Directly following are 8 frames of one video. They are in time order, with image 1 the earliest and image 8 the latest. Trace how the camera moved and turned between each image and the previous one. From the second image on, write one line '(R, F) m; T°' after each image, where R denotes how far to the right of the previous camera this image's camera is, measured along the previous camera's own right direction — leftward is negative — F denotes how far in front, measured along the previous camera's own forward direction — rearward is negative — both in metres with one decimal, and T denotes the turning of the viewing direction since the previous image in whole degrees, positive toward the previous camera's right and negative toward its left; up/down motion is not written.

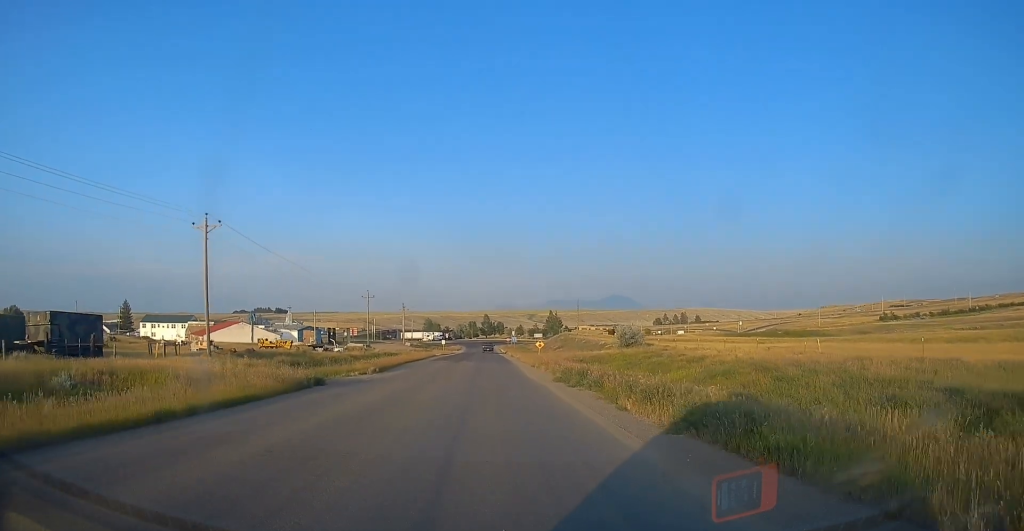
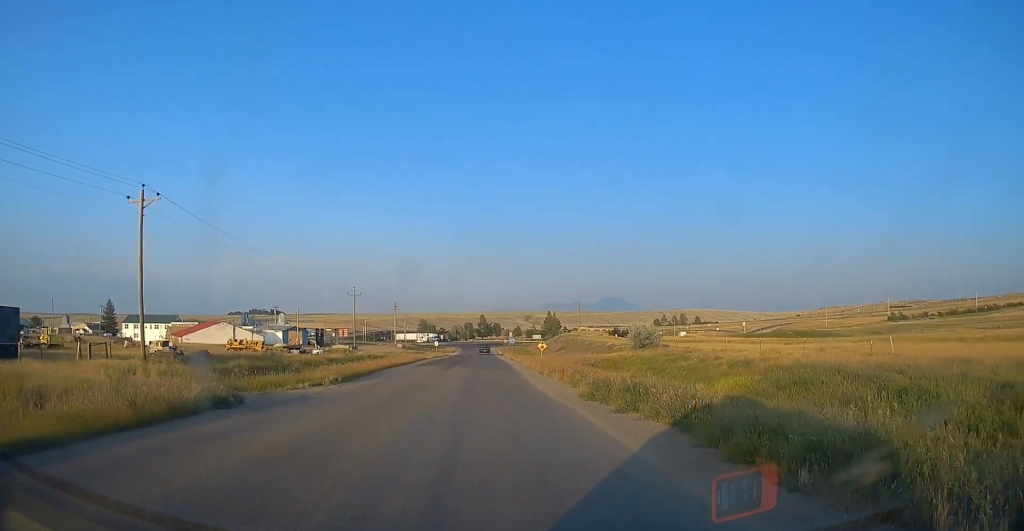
(-0.1, +9.5) m; -1°
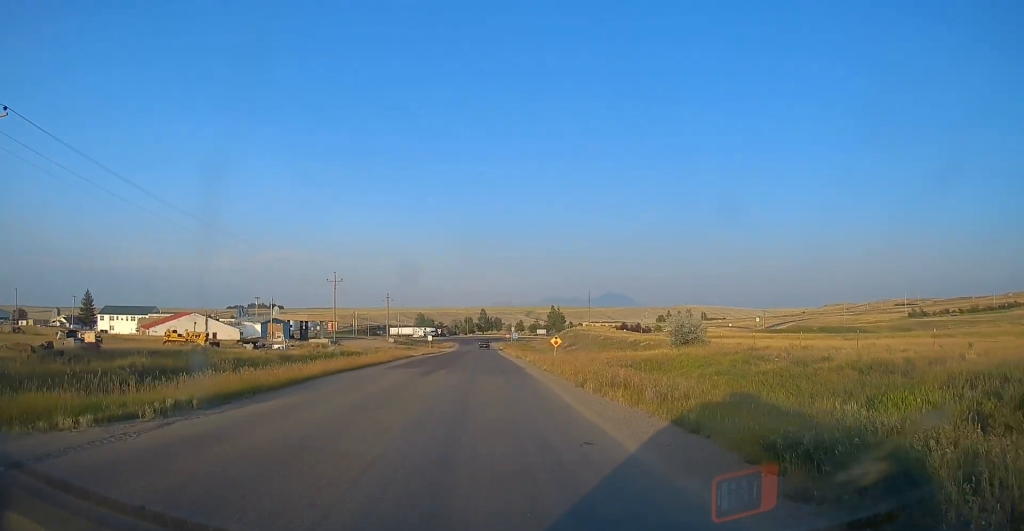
(0.0, +15.6) m; +2°
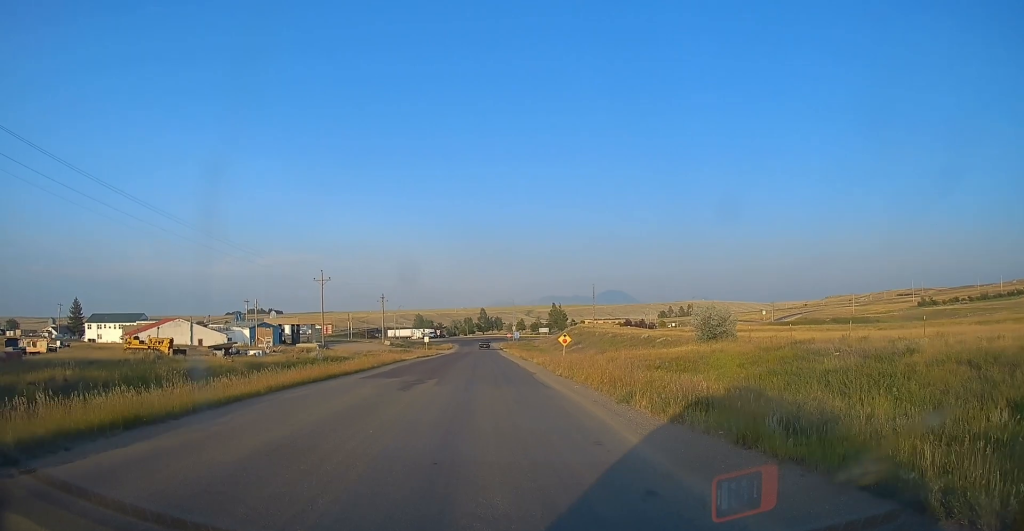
(+0.2, +7.2) m; 0°
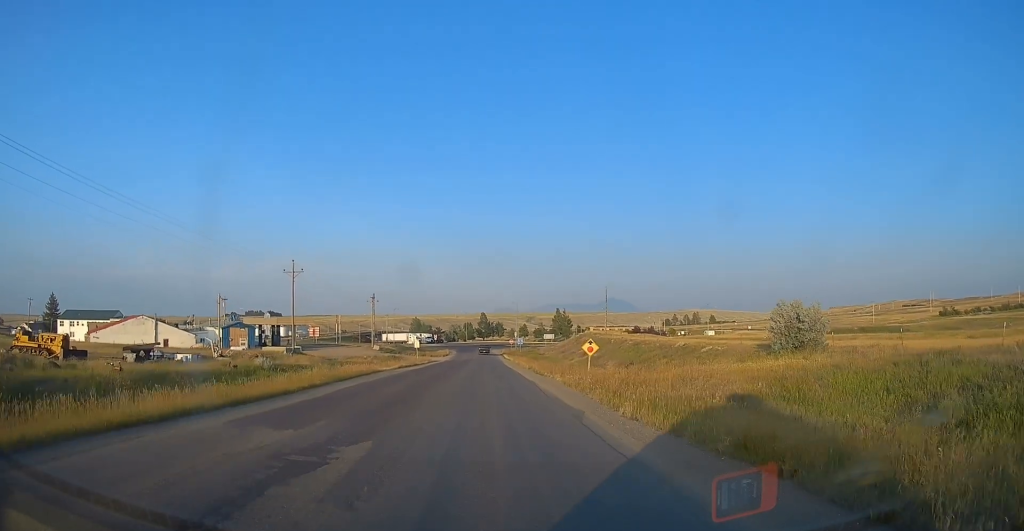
(-0.1, +14.6) m; -2°
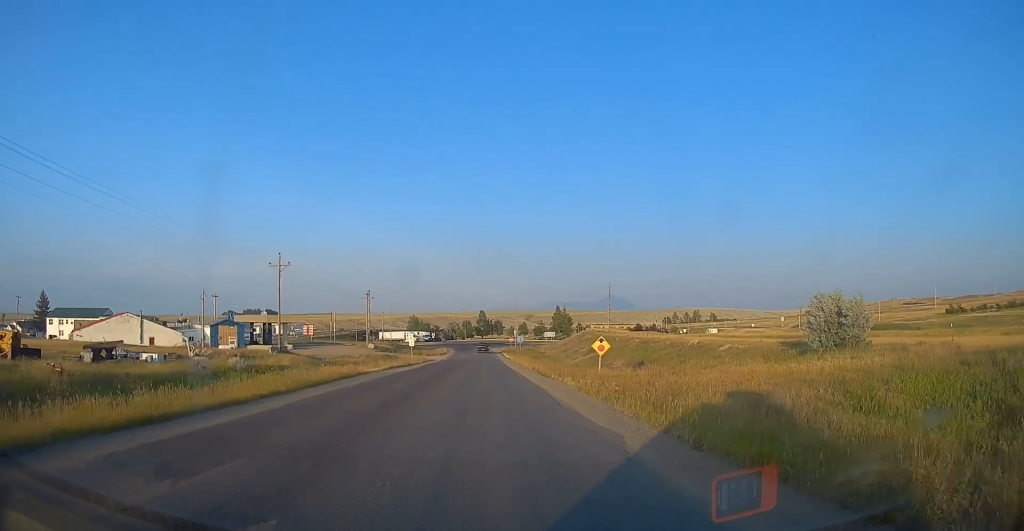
(0.0, +4.8) m; -1°
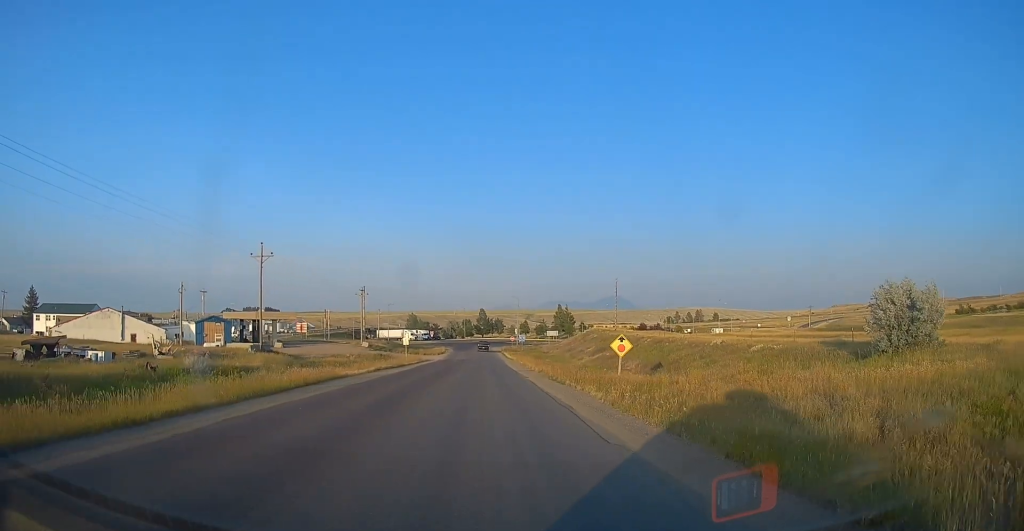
(0.0, +6.2) m; 0°
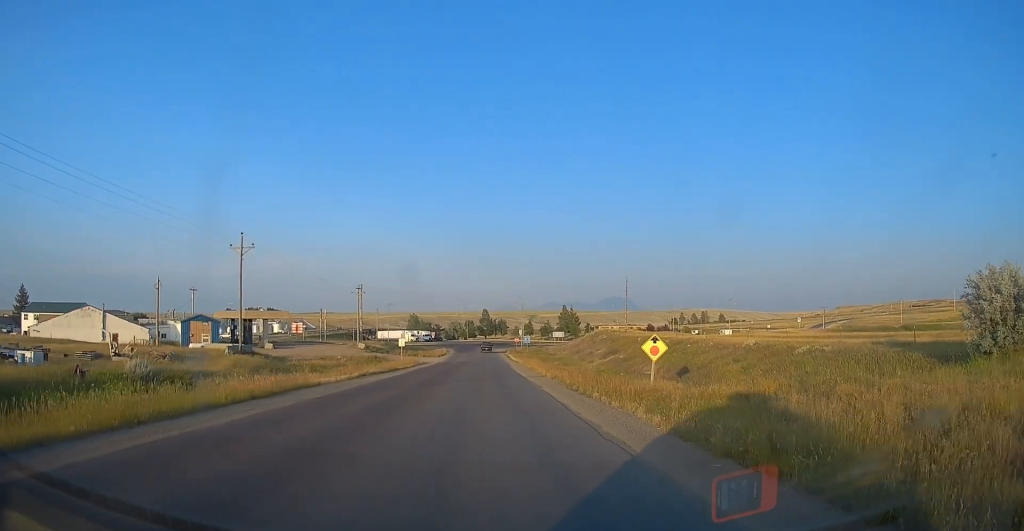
(0.0, +6.5) m; 0°
